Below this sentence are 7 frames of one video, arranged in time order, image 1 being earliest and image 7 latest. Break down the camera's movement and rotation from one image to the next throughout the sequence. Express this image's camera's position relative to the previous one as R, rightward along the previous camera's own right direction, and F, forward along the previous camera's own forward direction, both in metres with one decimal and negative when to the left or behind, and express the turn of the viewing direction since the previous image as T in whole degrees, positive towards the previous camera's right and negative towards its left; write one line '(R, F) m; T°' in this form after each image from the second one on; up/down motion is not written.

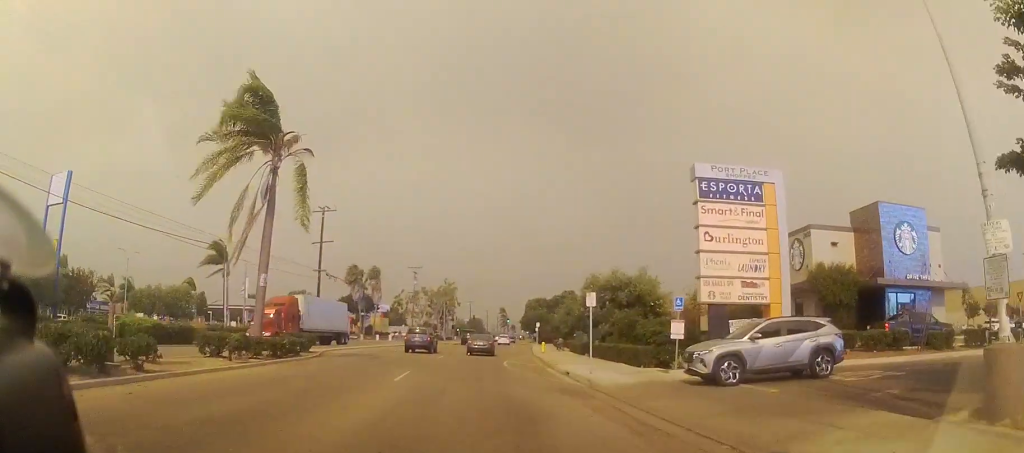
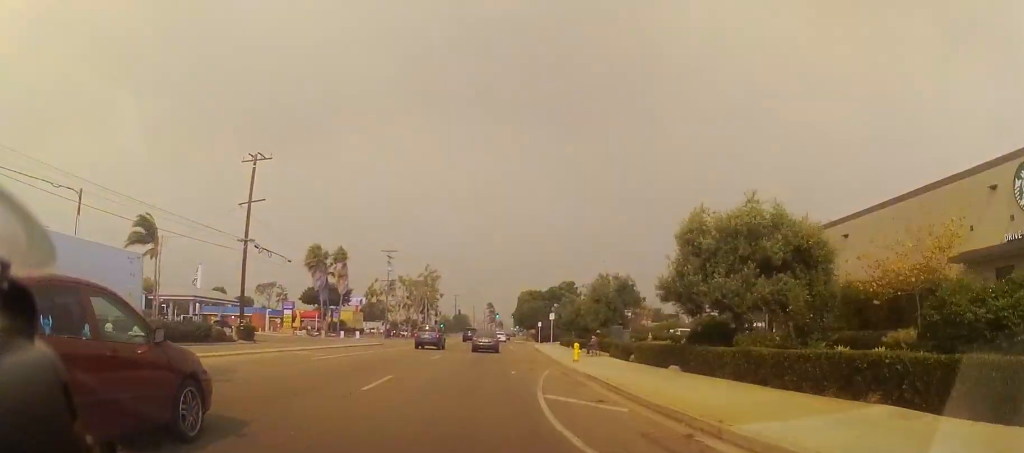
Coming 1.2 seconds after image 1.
(+0.3, +18.1) m; +1°
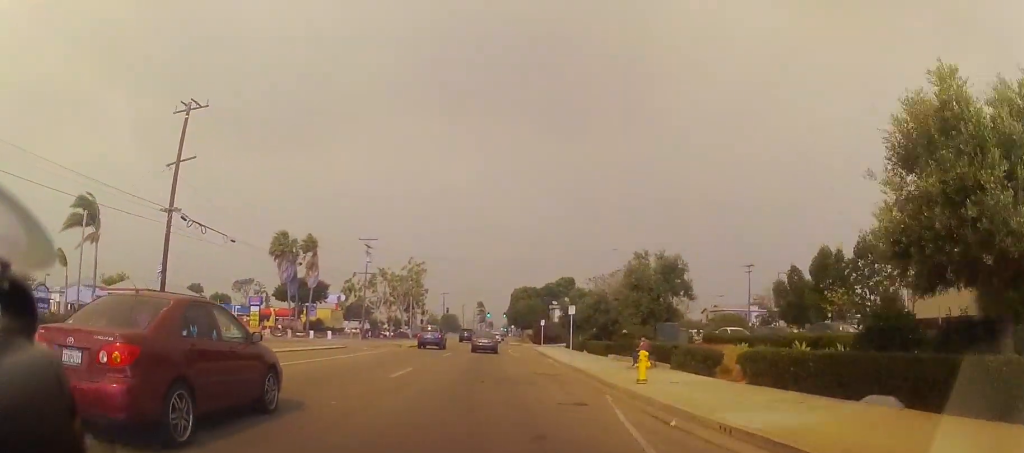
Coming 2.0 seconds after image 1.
(+0.1, +11.4) m; +1°
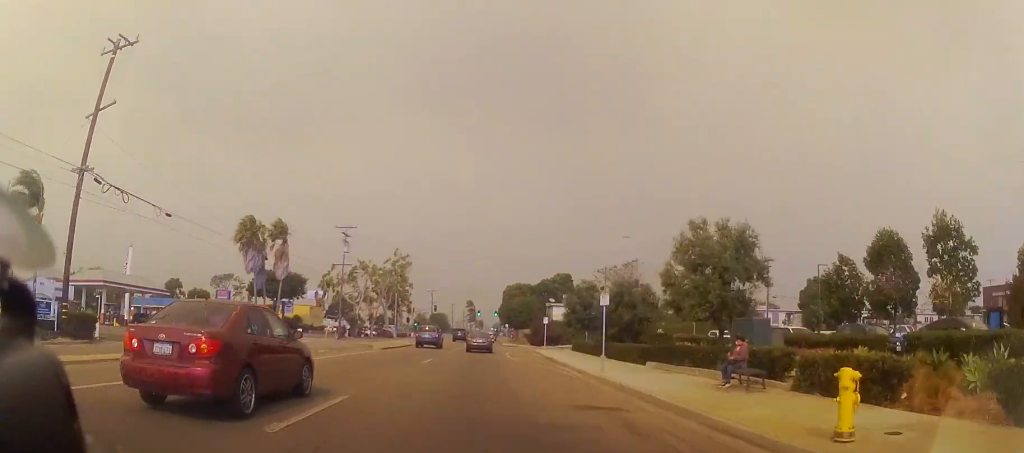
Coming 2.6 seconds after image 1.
(-0.3, +8.9) m; +1°
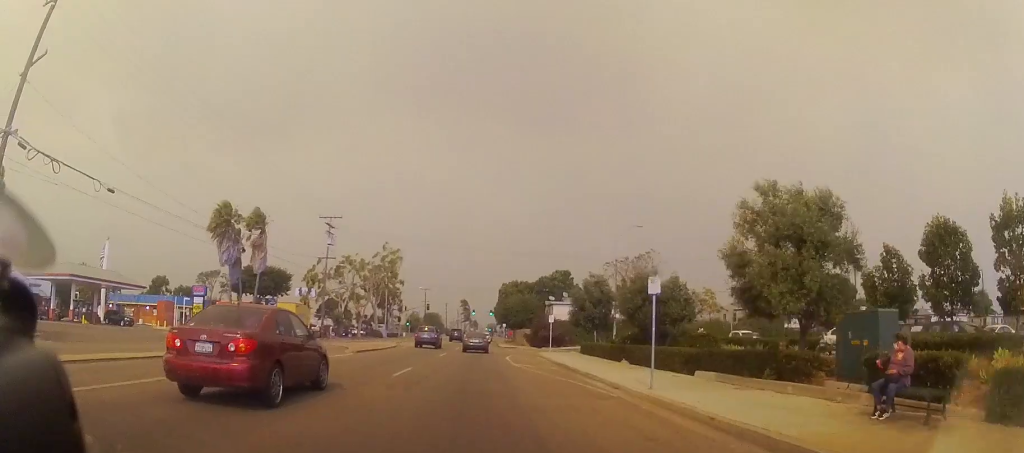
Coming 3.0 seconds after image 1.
(+0.2, +5.9) m; +1°
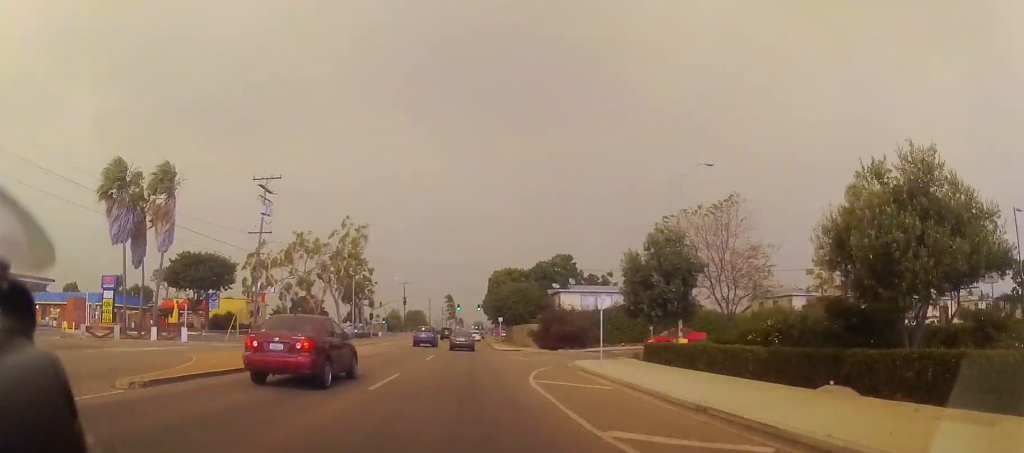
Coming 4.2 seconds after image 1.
(+0.7, +17.7) m; +2°
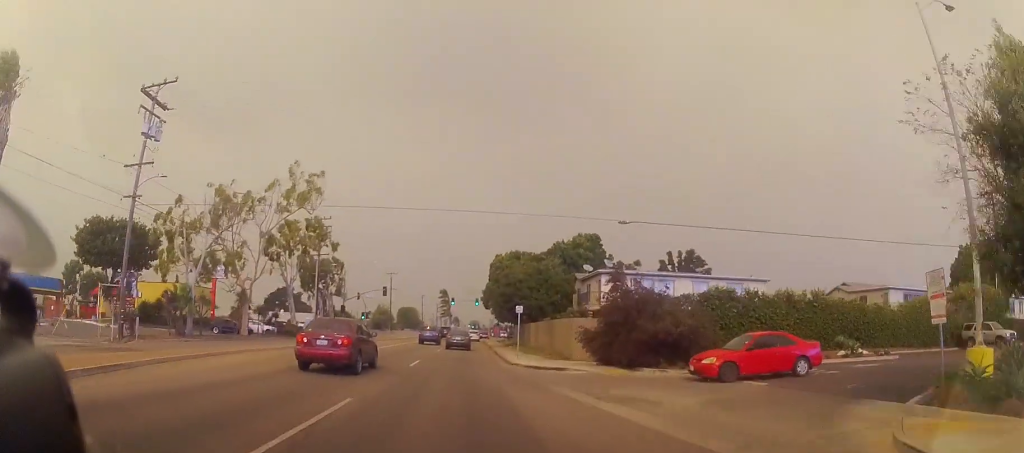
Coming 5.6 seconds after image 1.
(0.0, +20.5) m; 0°
